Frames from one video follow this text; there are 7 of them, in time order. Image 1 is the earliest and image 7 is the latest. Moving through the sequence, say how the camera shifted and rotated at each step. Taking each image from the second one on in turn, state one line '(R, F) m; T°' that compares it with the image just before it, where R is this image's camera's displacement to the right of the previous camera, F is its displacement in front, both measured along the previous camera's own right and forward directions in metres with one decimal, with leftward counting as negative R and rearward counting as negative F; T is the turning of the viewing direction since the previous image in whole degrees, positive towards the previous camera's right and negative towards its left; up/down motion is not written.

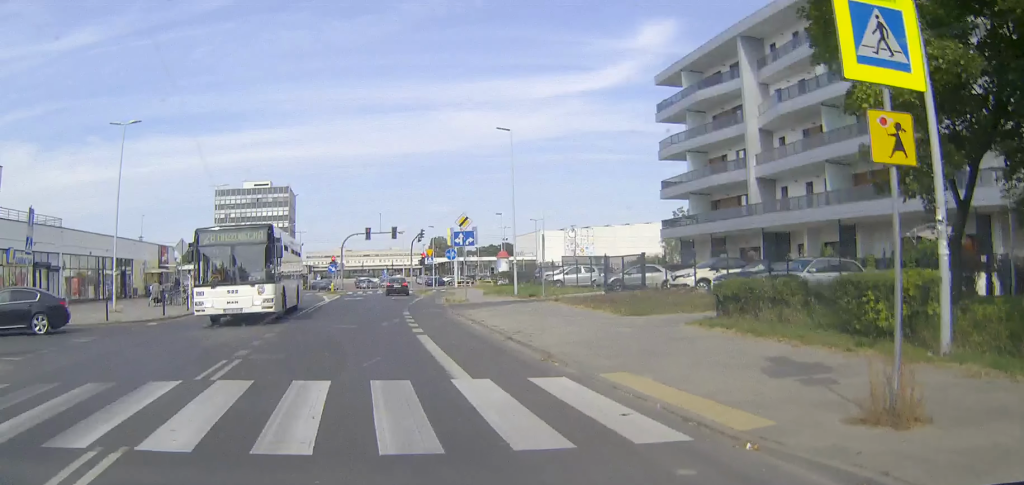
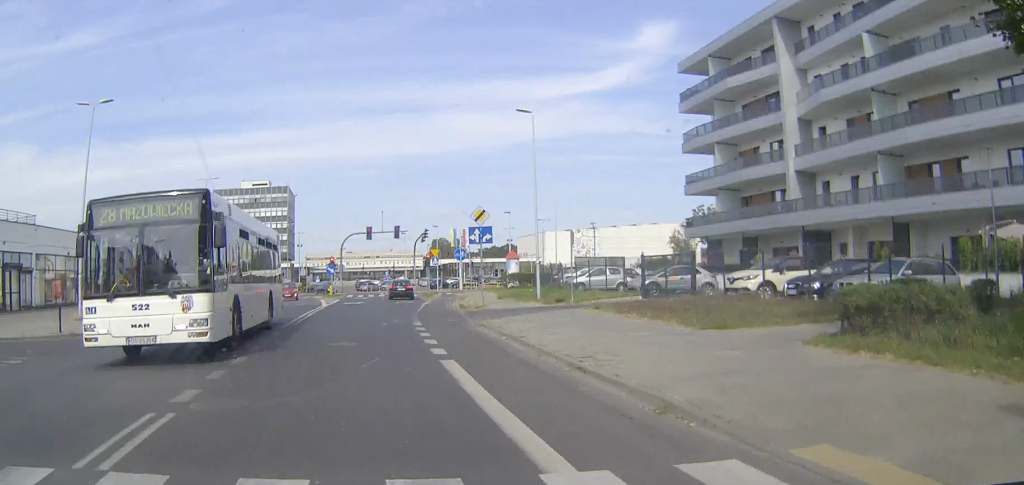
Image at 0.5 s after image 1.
(0.0, +4.8) m; 0°
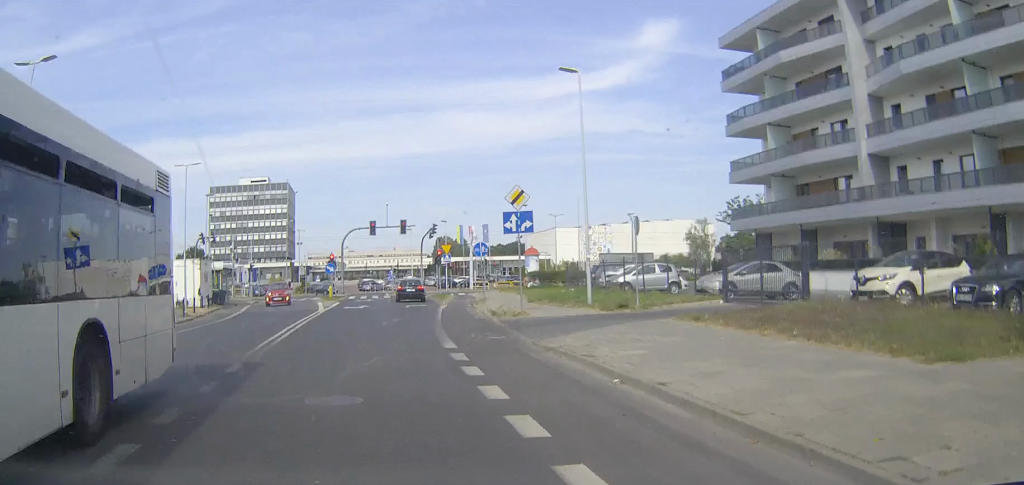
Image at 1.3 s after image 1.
(0.0, +7.2) m; 0°
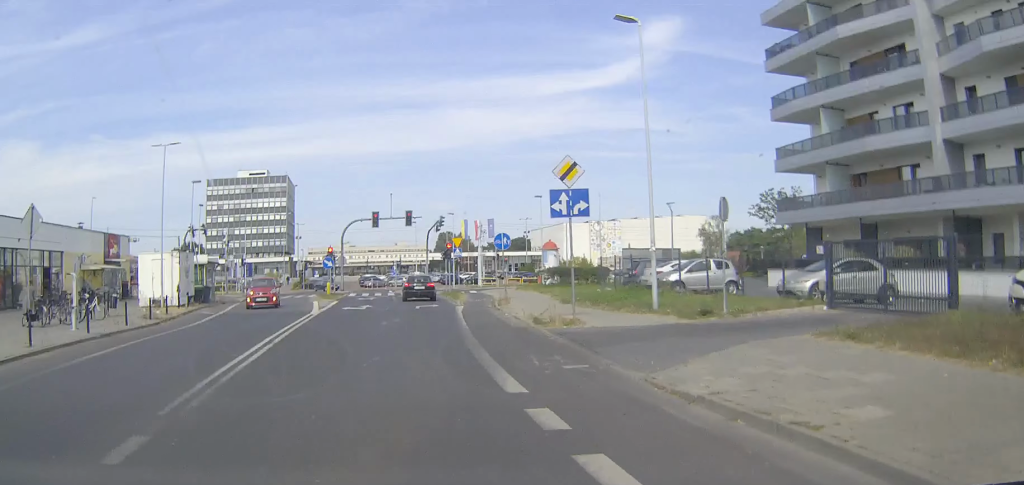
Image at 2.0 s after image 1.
(0.0, +5.9) m; 0°
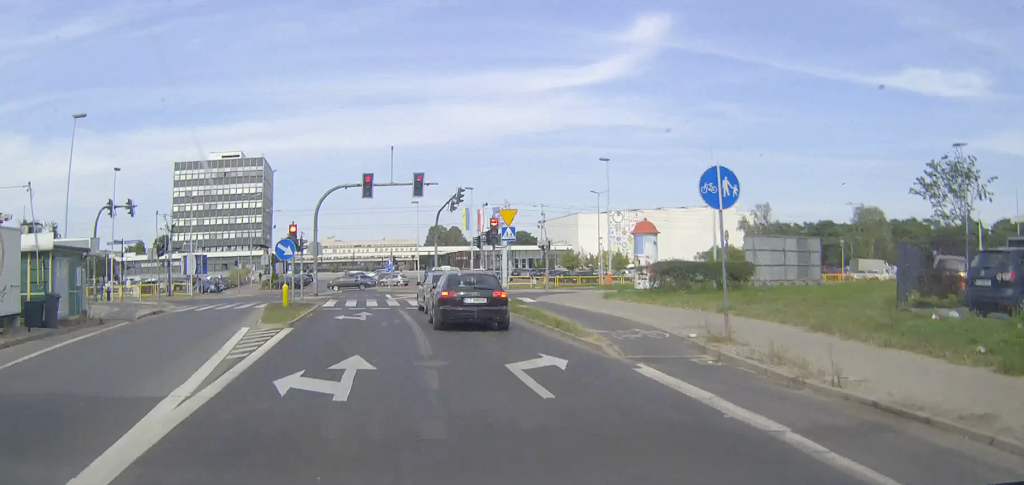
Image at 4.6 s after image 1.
(0.0, +23.2) m; +1°
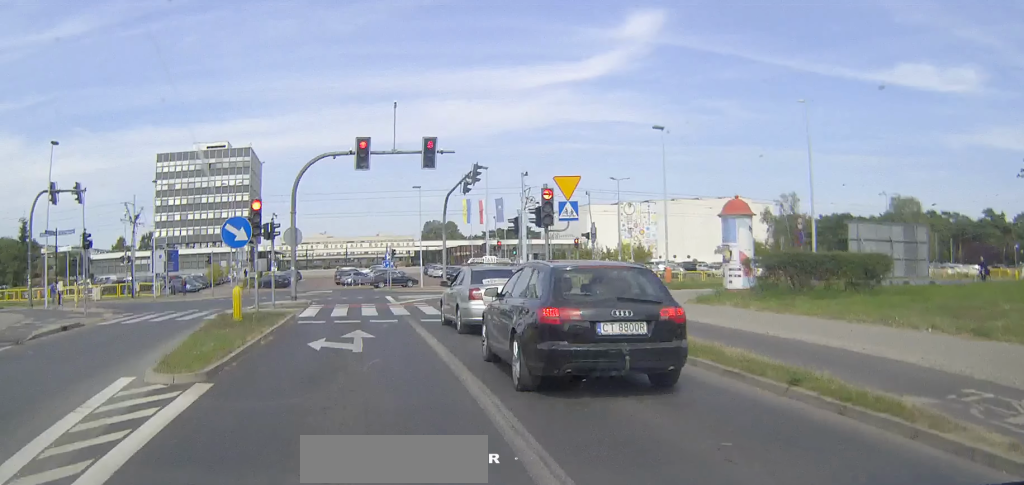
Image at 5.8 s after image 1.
(+0.2, +10.5) m; +1°
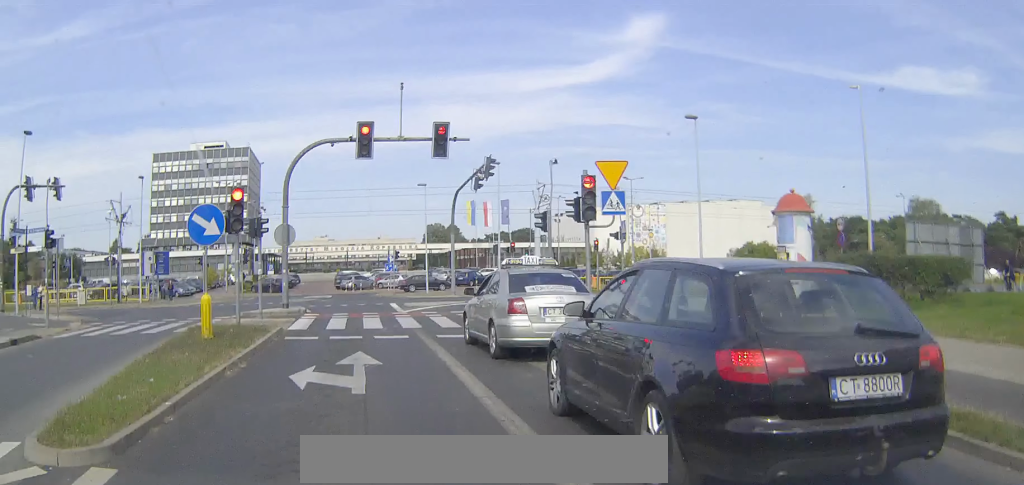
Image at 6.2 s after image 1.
(0.0, +4.1) m; 0°
